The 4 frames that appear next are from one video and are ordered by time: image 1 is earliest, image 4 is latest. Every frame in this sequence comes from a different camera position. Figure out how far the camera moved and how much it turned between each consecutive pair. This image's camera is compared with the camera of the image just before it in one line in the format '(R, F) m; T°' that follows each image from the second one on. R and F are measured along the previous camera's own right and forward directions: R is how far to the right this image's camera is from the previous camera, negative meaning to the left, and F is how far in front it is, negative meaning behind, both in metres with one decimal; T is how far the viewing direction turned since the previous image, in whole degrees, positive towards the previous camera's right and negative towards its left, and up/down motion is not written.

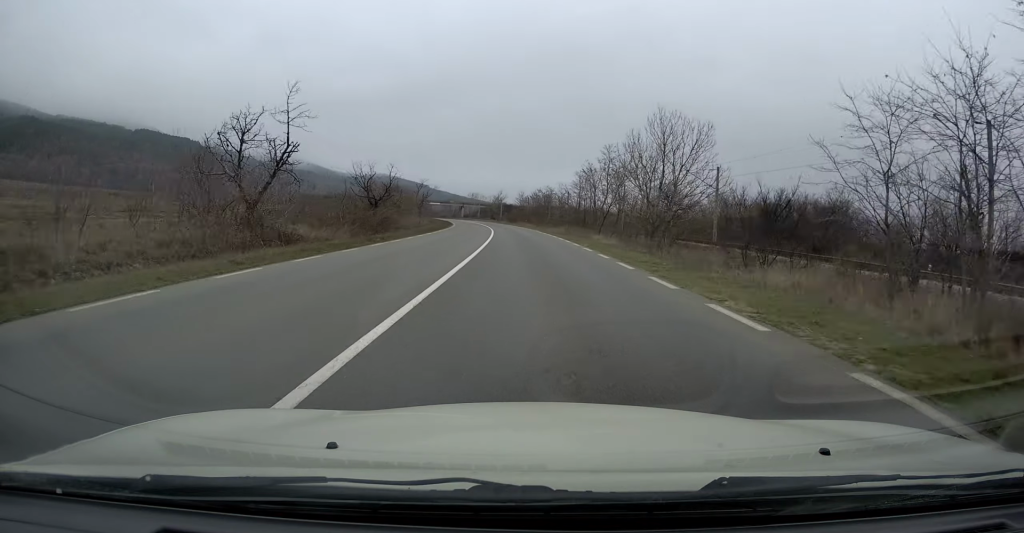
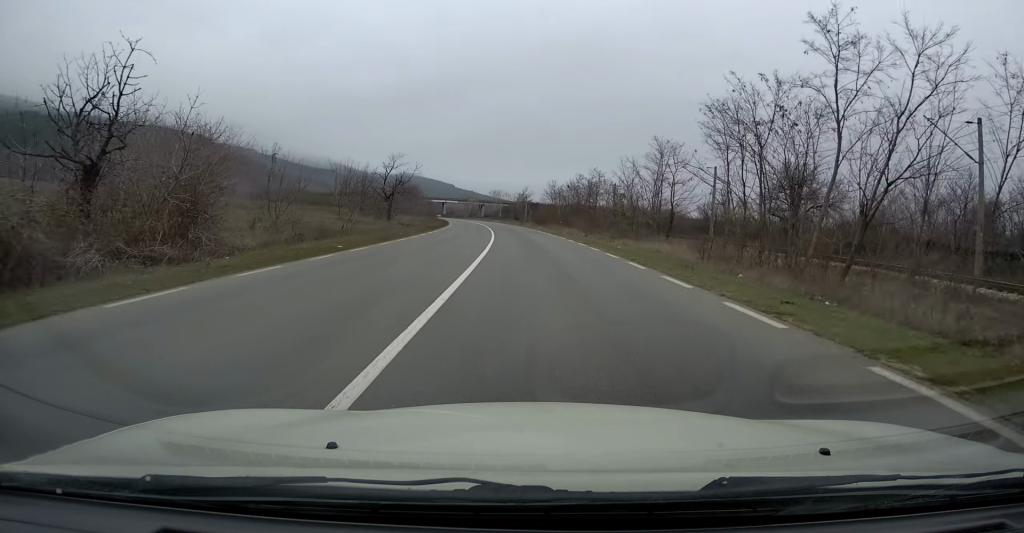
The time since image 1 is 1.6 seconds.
(-1.2, +35.8) m; -3°
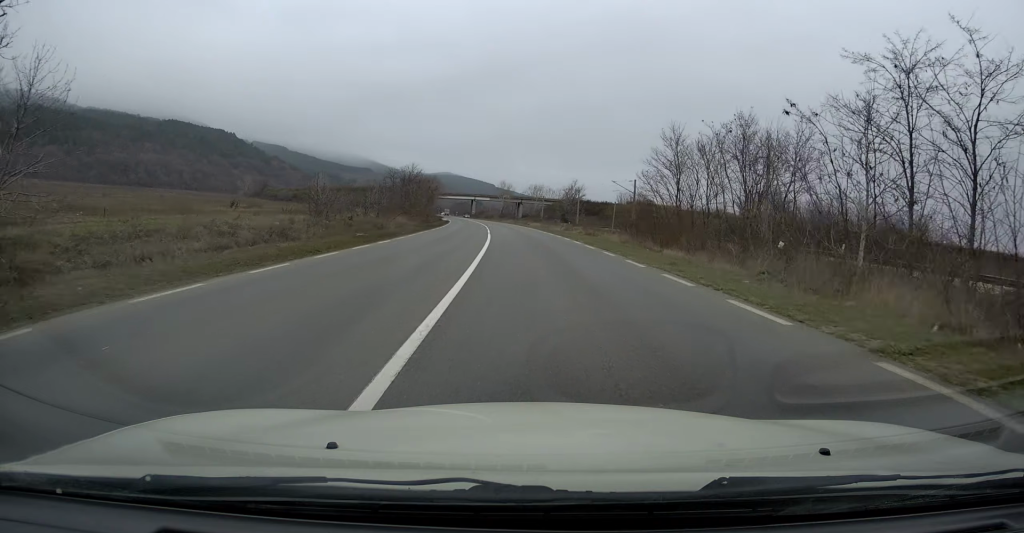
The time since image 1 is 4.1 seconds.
(-1.3, +53.0) m; -4°
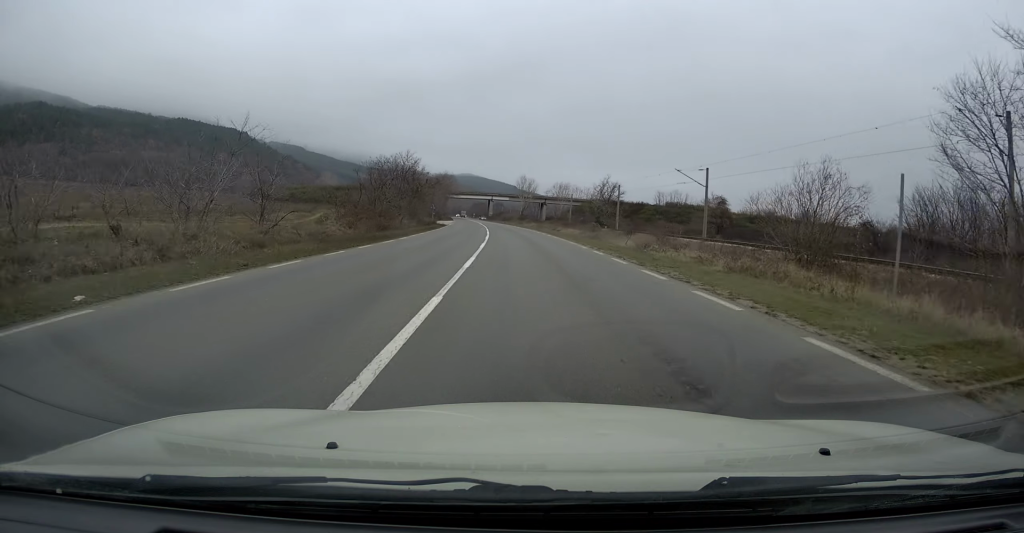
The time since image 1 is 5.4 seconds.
(-0.8, +27.4) m; -2°
